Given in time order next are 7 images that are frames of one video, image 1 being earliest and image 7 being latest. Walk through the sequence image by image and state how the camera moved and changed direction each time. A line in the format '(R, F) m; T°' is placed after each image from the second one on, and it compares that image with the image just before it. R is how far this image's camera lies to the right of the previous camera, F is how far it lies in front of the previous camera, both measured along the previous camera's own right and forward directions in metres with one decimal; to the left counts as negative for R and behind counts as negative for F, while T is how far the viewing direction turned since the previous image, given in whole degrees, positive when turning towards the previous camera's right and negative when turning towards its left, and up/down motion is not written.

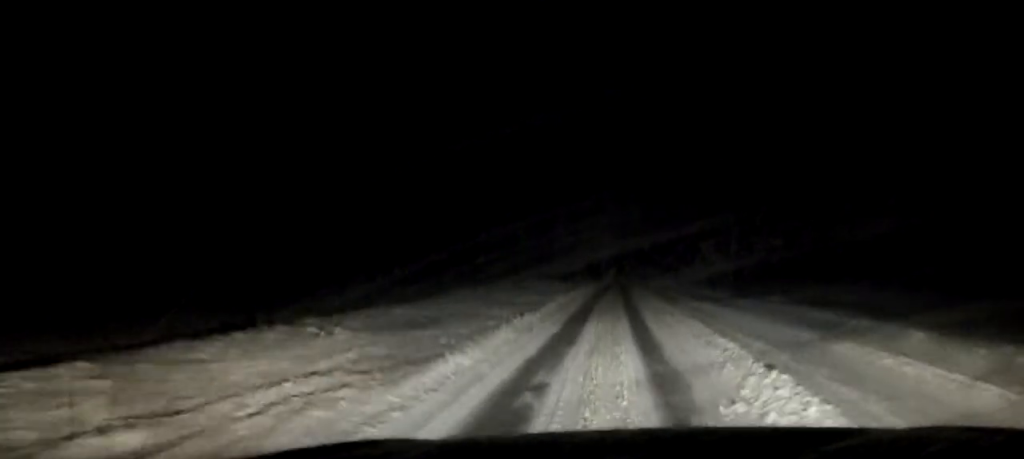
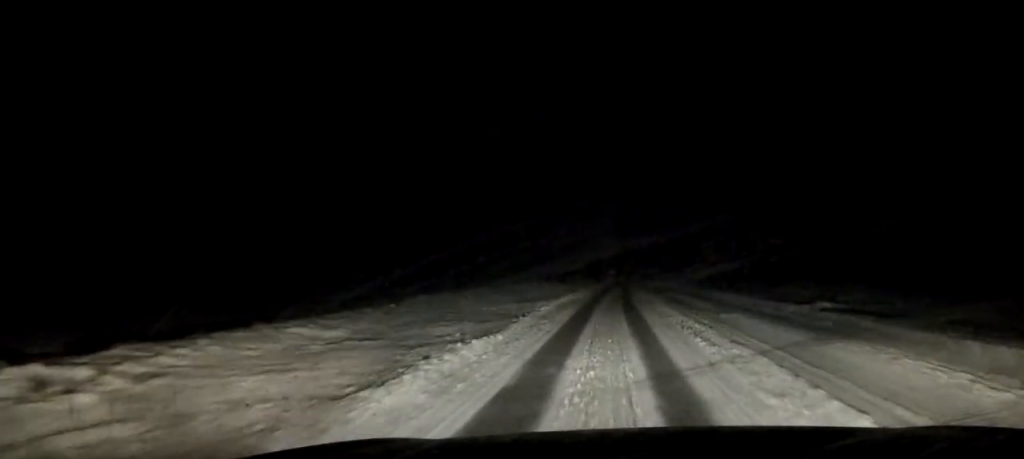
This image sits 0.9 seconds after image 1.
(0.0, +7.3) m; 0°
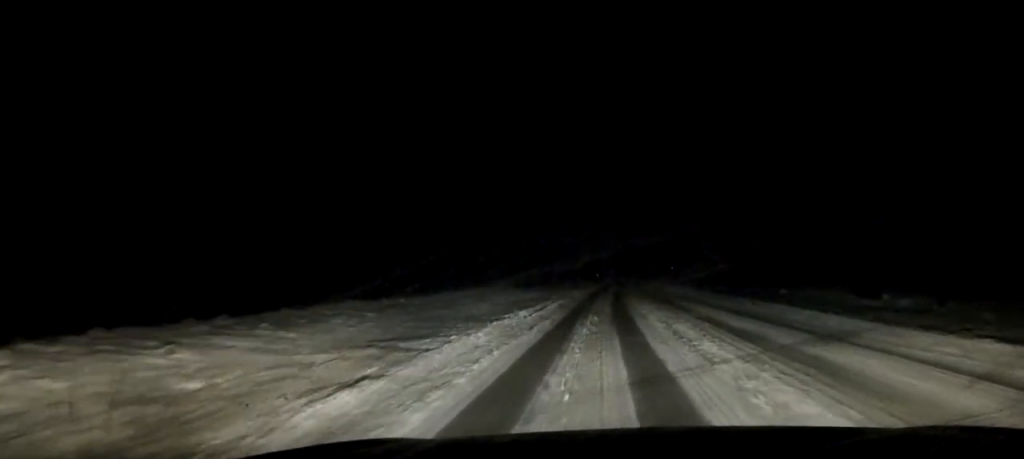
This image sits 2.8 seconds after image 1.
(+0.1, +19.0) m; 0°
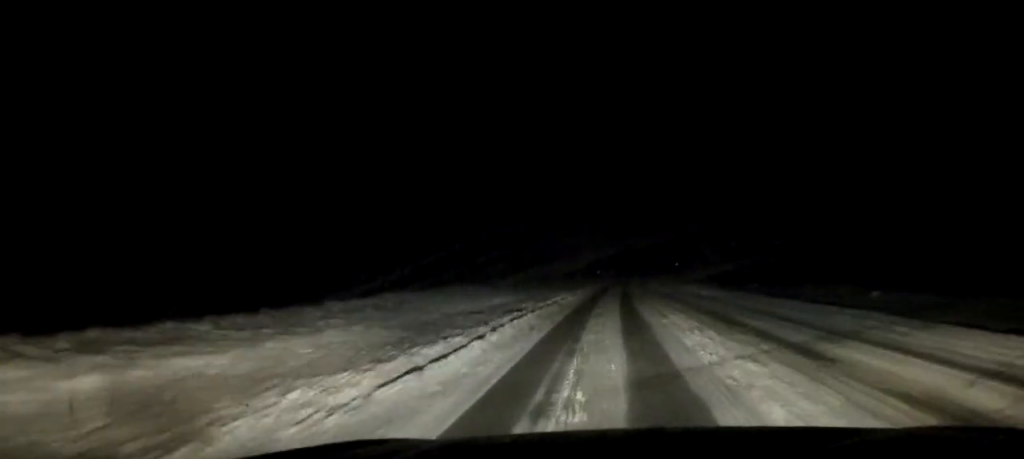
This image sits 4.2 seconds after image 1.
(0.0, +15.4) m; 0°
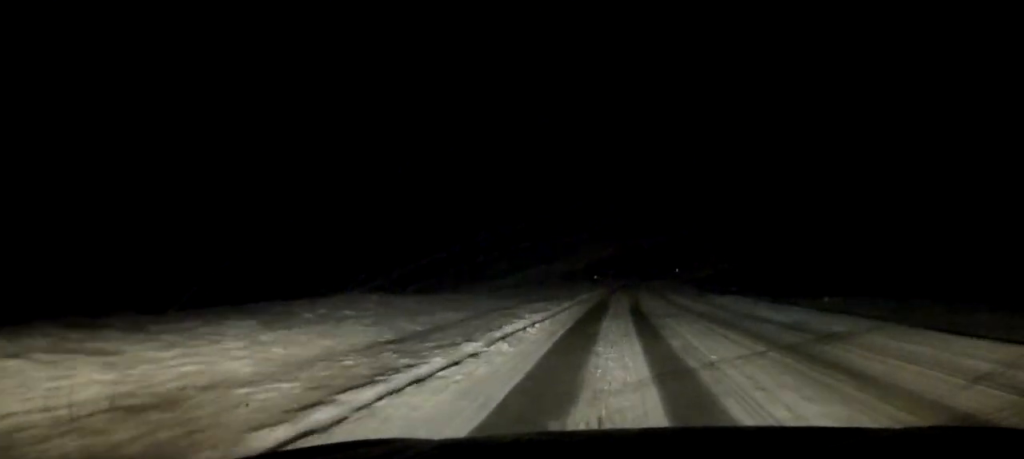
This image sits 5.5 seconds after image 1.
(0.0, +17.4) m; 0°
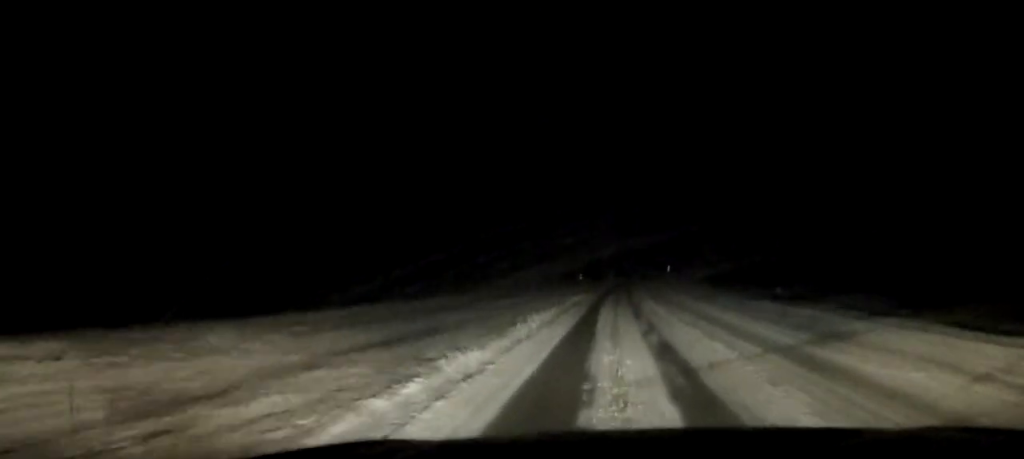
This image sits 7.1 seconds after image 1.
(+0.2, +21.9) m; +1°
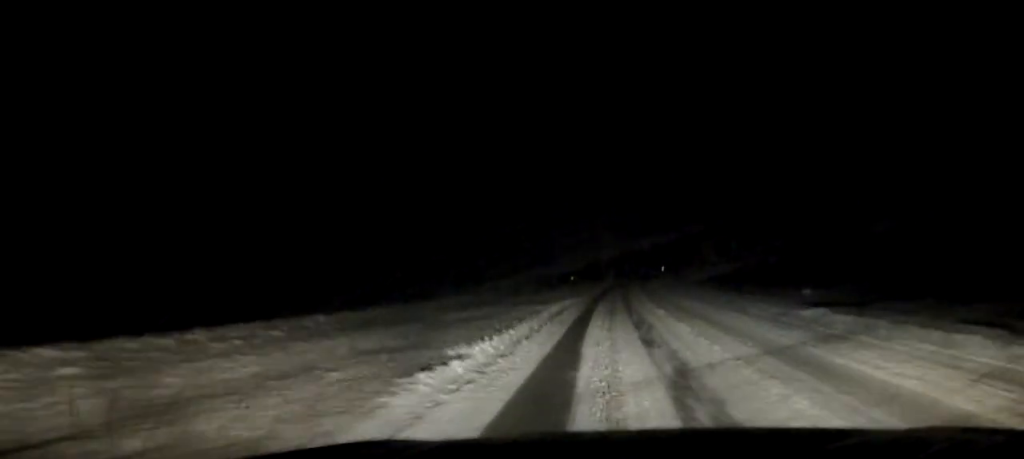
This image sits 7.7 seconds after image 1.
(0.0, +8.0) m; +1°
